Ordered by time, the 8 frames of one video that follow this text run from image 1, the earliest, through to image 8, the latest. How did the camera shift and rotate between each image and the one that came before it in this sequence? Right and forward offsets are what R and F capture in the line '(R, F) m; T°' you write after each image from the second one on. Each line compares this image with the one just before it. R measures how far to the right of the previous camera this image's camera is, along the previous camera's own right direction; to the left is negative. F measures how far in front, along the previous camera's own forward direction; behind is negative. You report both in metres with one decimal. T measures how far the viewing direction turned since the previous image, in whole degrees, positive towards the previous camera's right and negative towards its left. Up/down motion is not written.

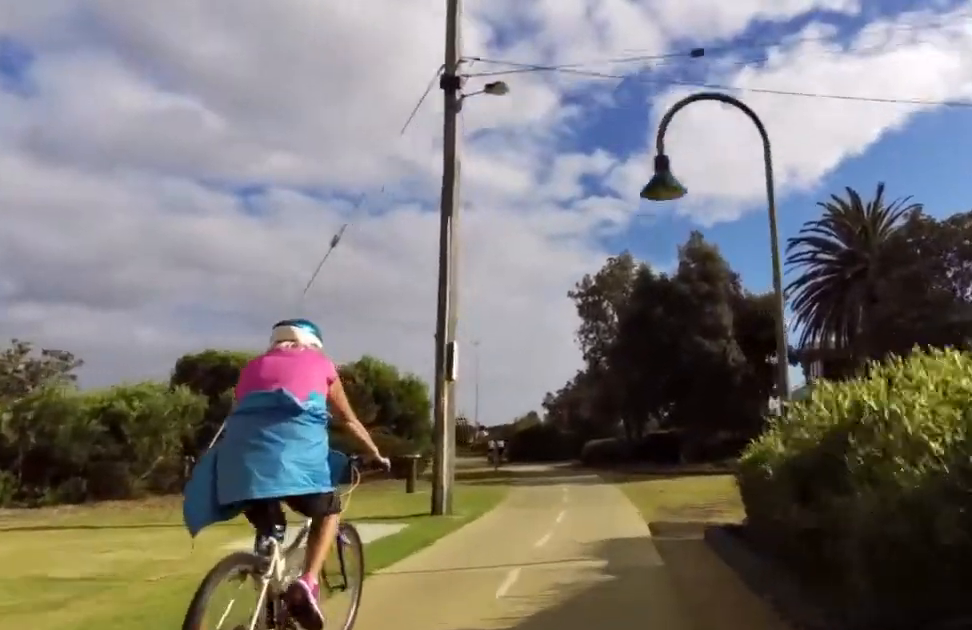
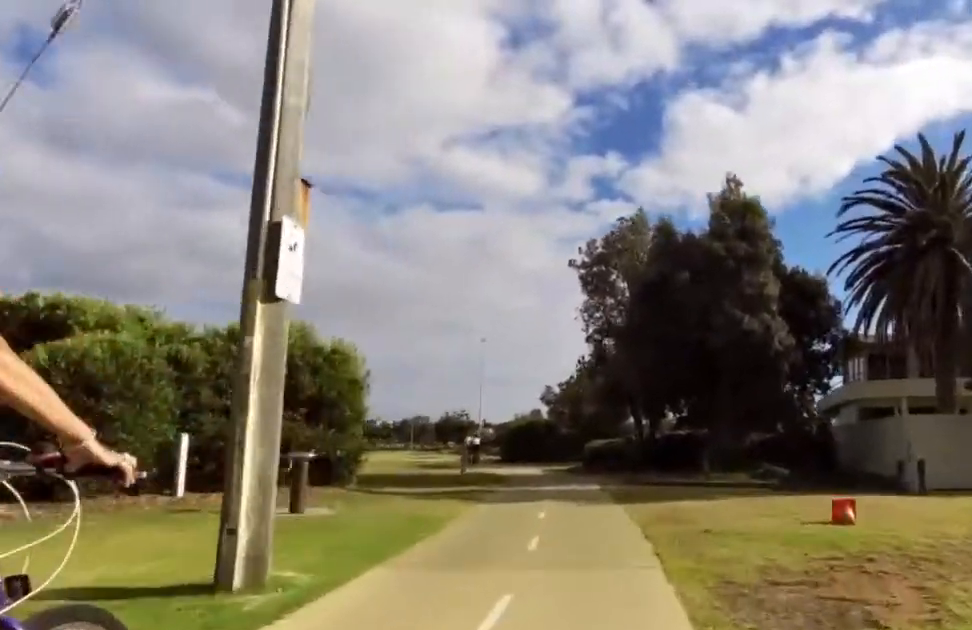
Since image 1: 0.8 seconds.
(0.0, +6.4) m; 0°
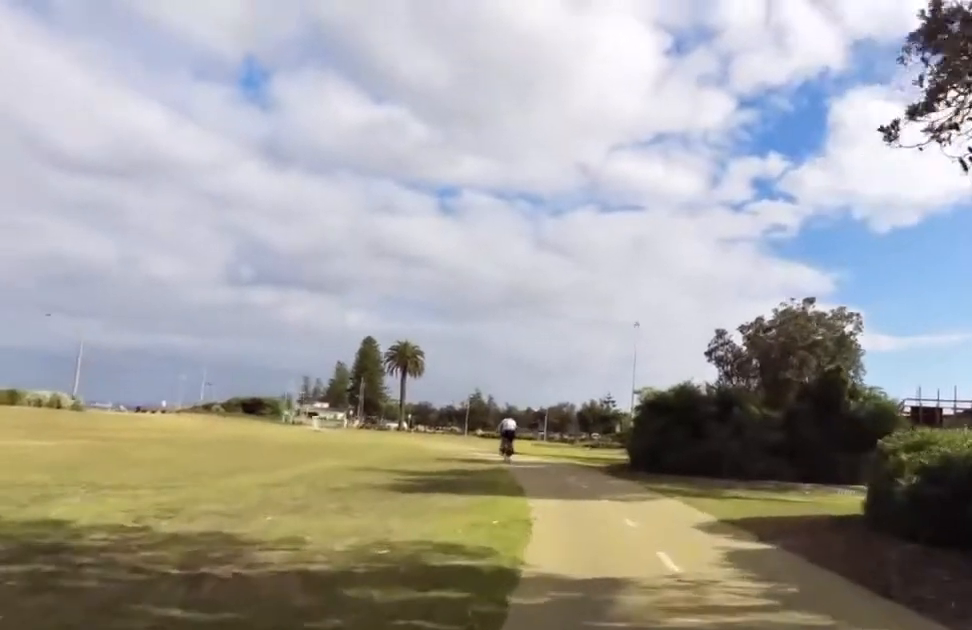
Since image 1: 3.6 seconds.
(-3.0, +23.2) m; -10°
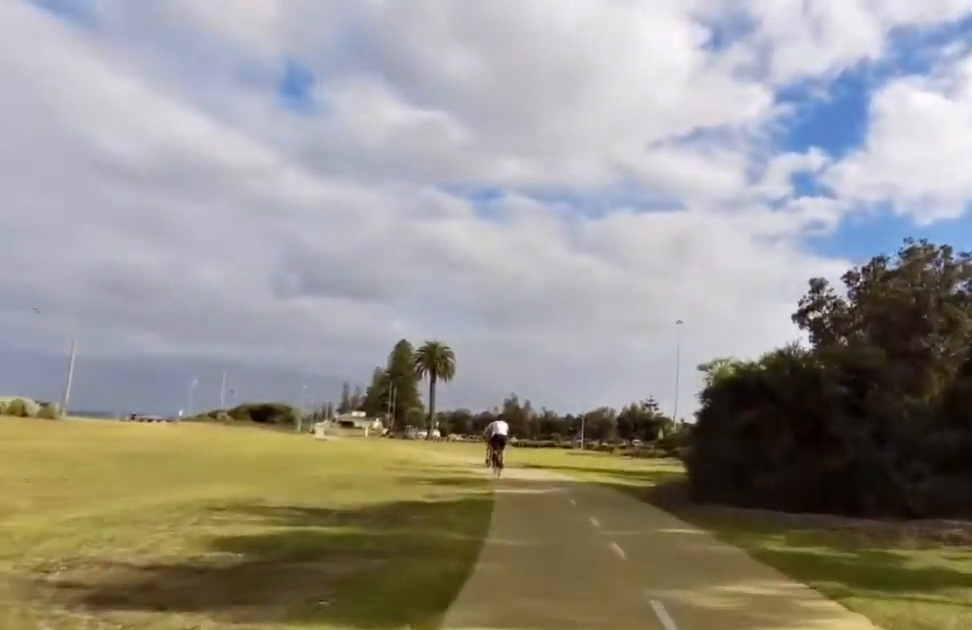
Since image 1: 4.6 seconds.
(+0.1, +7.8) m; -3°
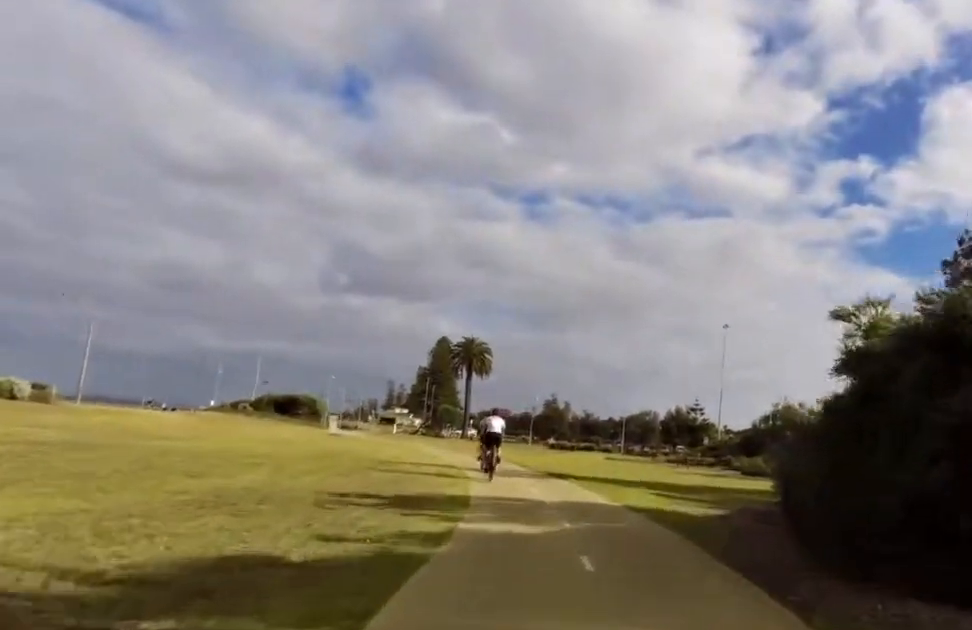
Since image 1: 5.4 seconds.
(-0.3, +6.1) m; -3°
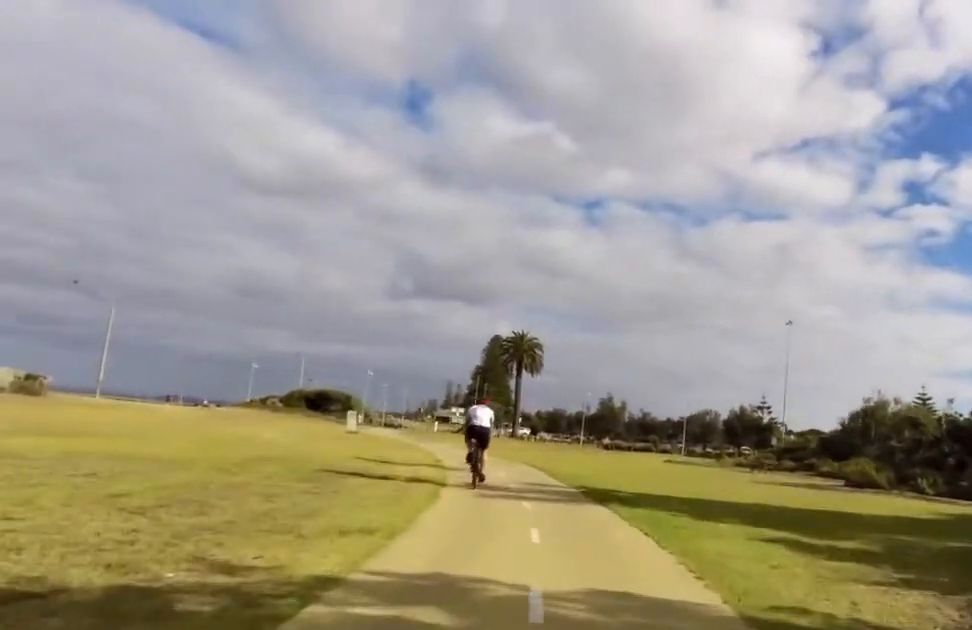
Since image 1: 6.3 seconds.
(-0.3, +7.9) m; -1°
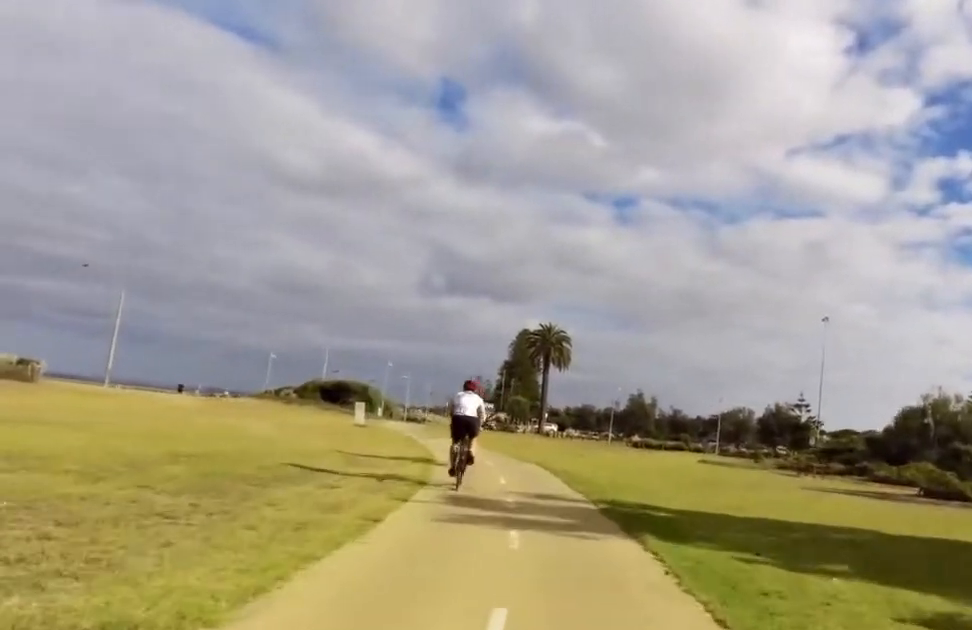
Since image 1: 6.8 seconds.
(+0.1, +4.2) m; +1°
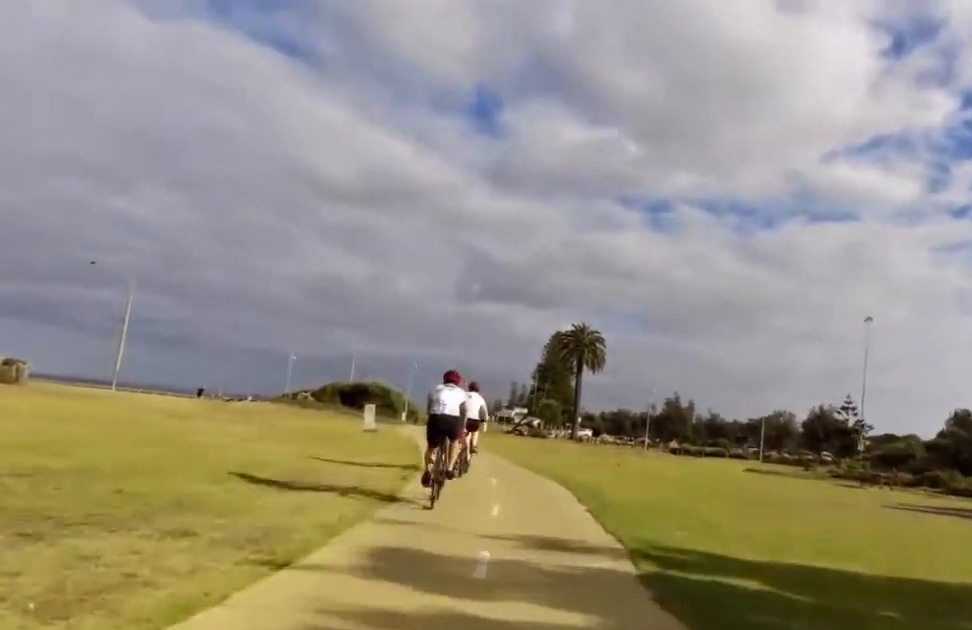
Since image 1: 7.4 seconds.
(0.0, +4.5) m; -4°
